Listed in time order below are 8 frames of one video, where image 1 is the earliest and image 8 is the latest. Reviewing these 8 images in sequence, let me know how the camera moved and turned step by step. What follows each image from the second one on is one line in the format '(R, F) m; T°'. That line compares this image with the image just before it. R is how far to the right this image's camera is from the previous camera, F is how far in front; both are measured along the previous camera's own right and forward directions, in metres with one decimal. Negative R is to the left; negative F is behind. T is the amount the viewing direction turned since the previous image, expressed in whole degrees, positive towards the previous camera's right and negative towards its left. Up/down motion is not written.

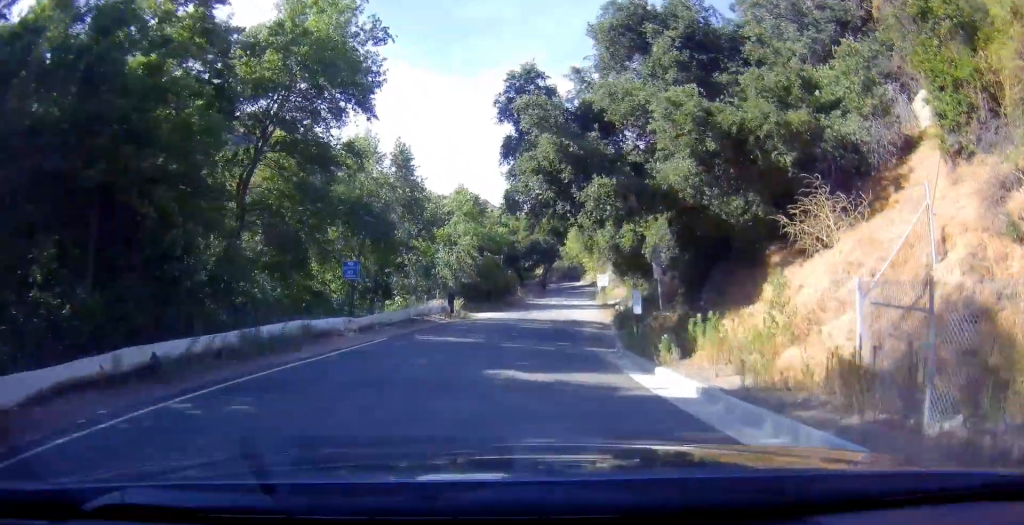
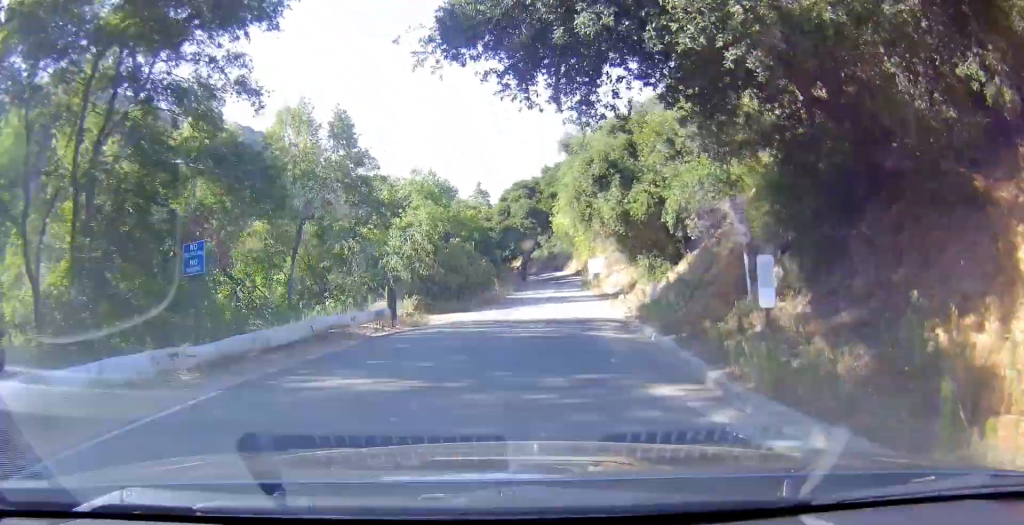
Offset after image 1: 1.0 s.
(+1.0, +8.3) m; +4°
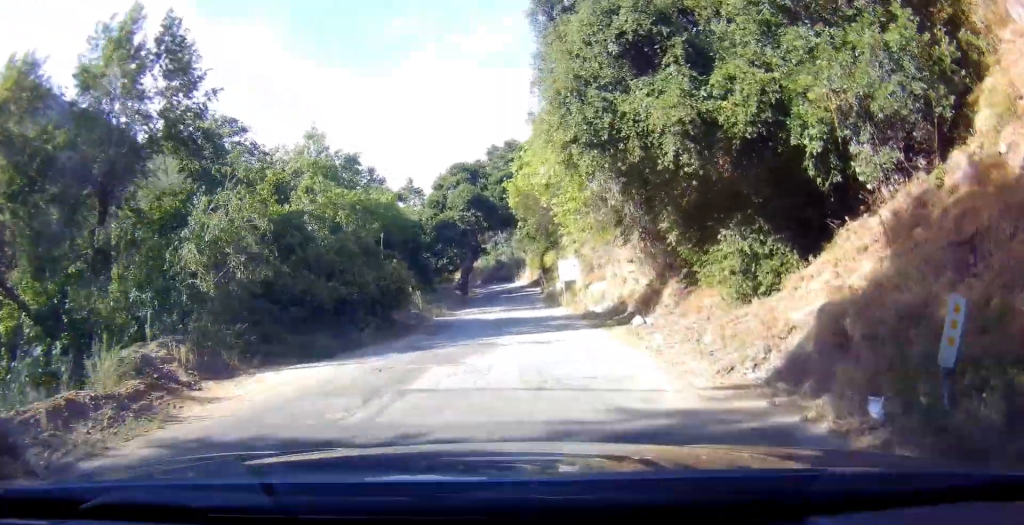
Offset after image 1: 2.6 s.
(-0.7, +14.1) m; -3°
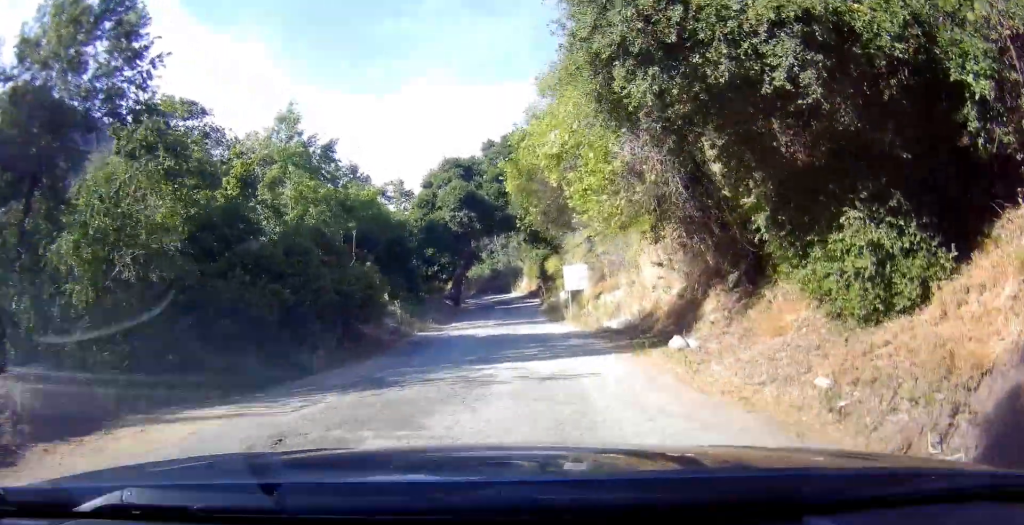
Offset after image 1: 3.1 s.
(0.0, +4.5) m; 0°
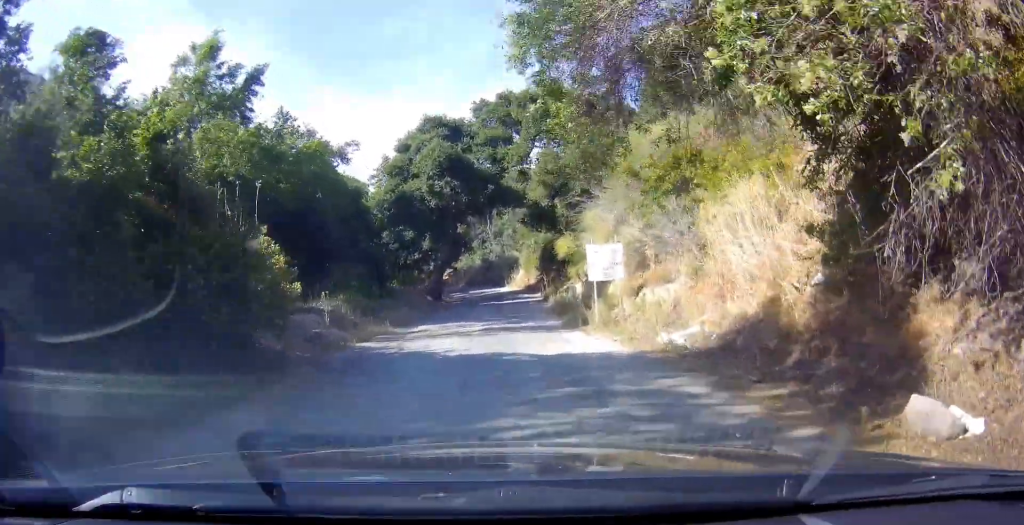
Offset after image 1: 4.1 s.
(0.0, +8.6) m; 0°
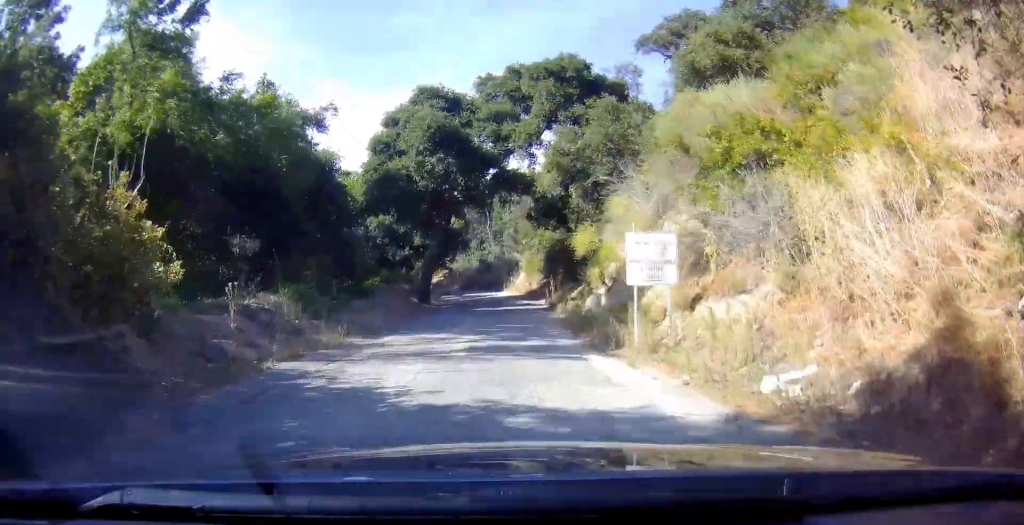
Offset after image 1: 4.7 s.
(0.0, +4.7) m; 0°
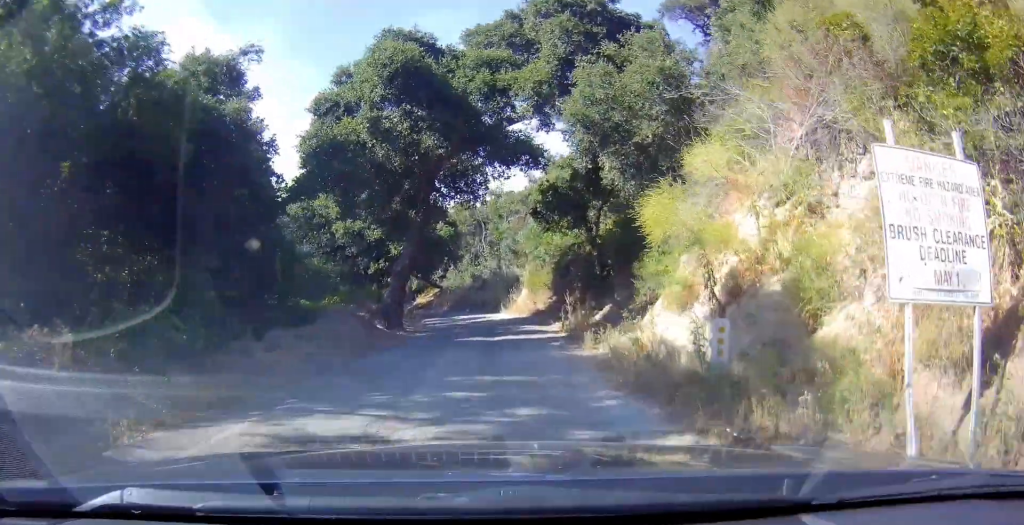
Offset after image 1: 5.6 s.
(0.0, +7.7) m; +1°
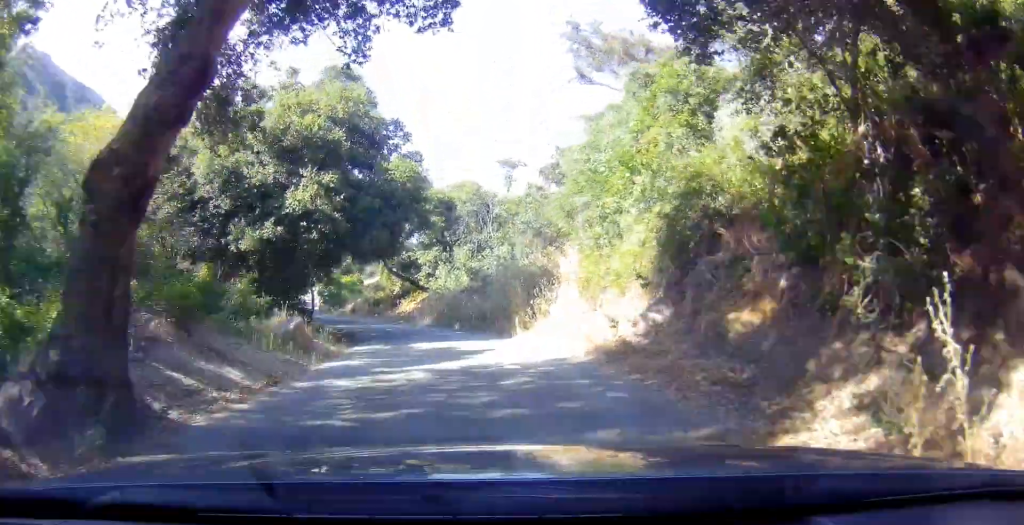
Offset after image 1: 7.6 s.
(+0.3, +17.8) m; +1°
